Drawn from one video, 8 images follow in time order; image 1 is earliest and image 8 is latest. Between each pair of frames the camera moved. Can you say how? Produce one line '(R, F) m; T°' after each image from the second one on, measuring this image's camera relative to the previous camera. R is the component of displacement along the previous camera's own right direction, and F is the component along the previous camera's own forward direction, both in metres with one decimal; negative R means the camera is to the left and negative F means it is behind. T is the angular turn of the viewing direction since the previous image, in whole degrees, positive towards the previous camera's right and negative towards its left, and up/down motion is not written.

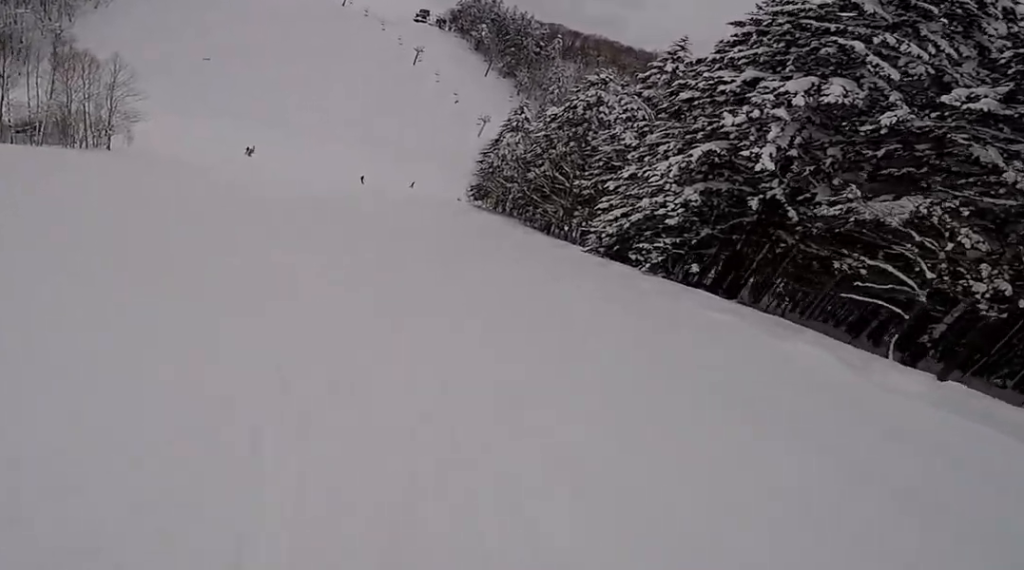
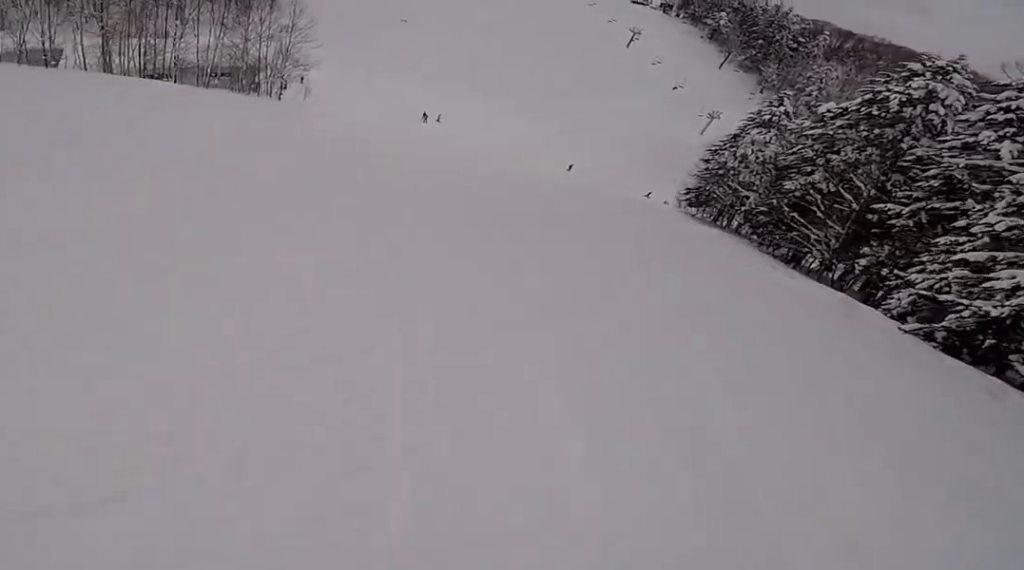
(-2.4, +11.2) m; -22°
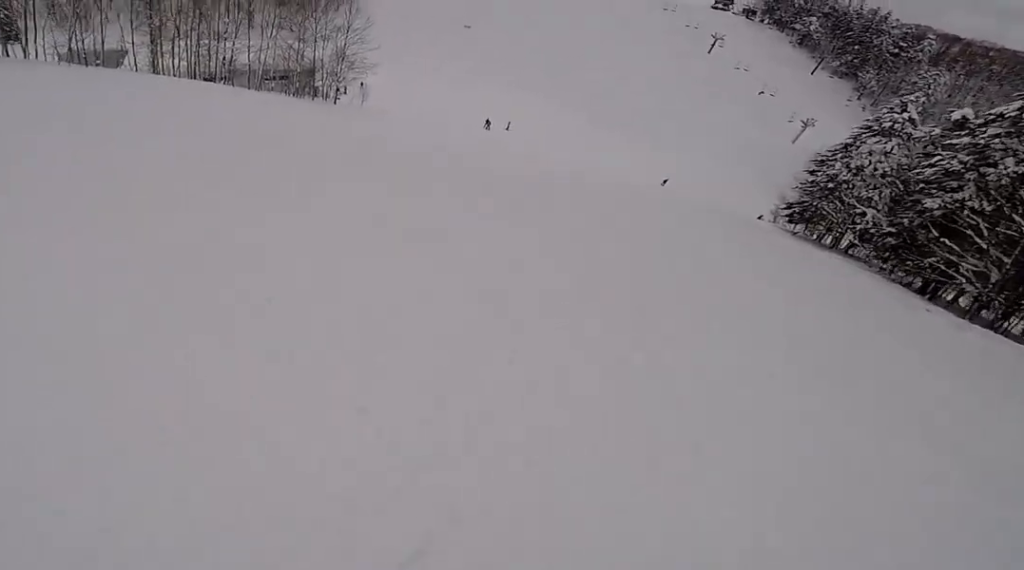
(-0.8, +5.1) m; -7°
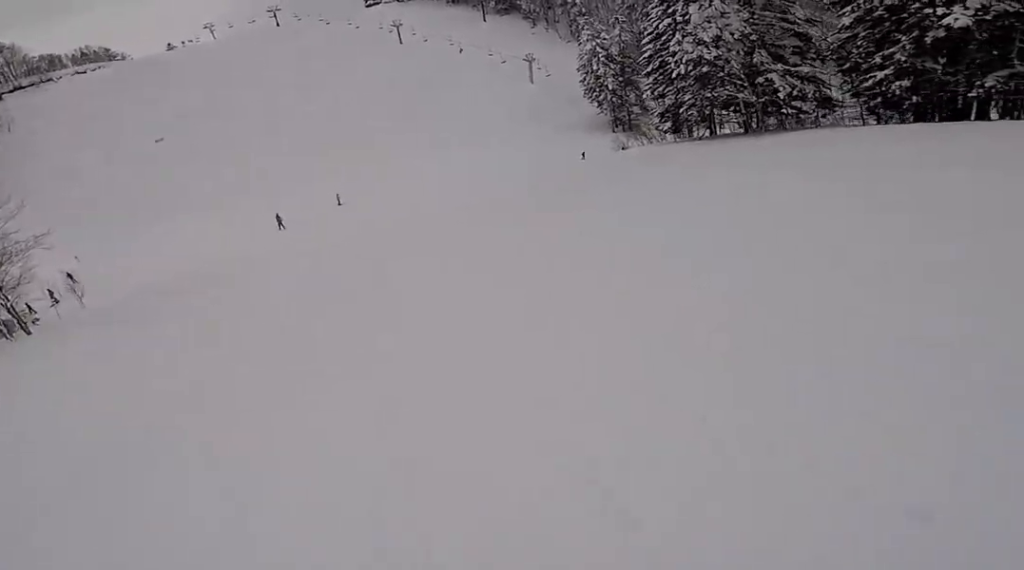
(-0.9, +22.9) m; +11°
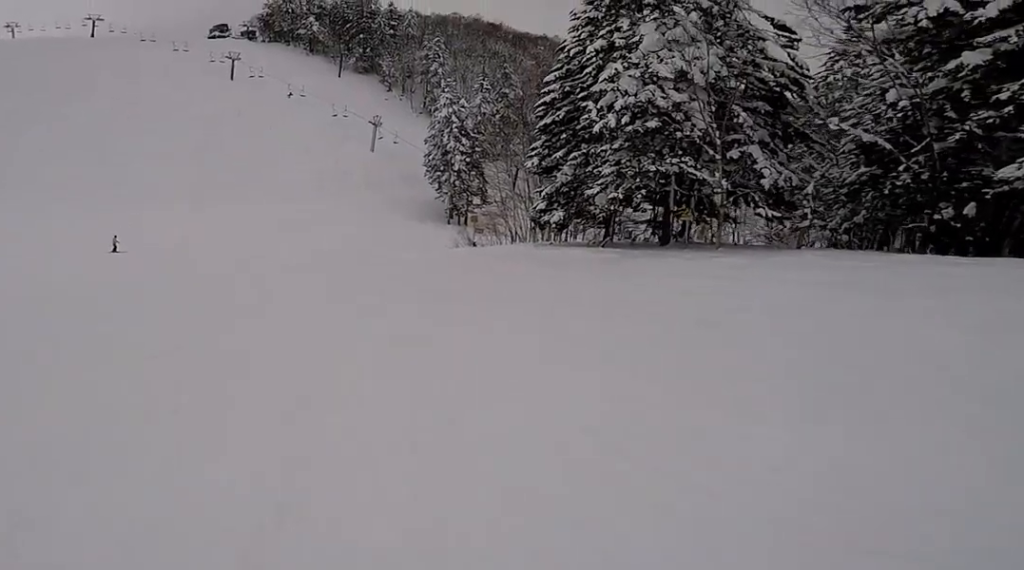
(+6.3, +20.5) m; +24°
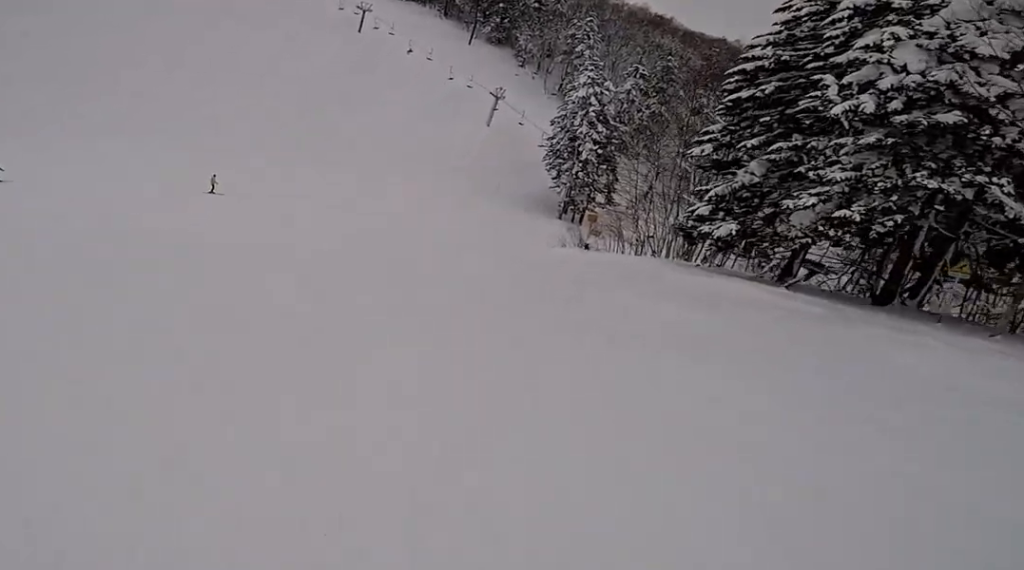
(+0.2, +7.5) m; -2°
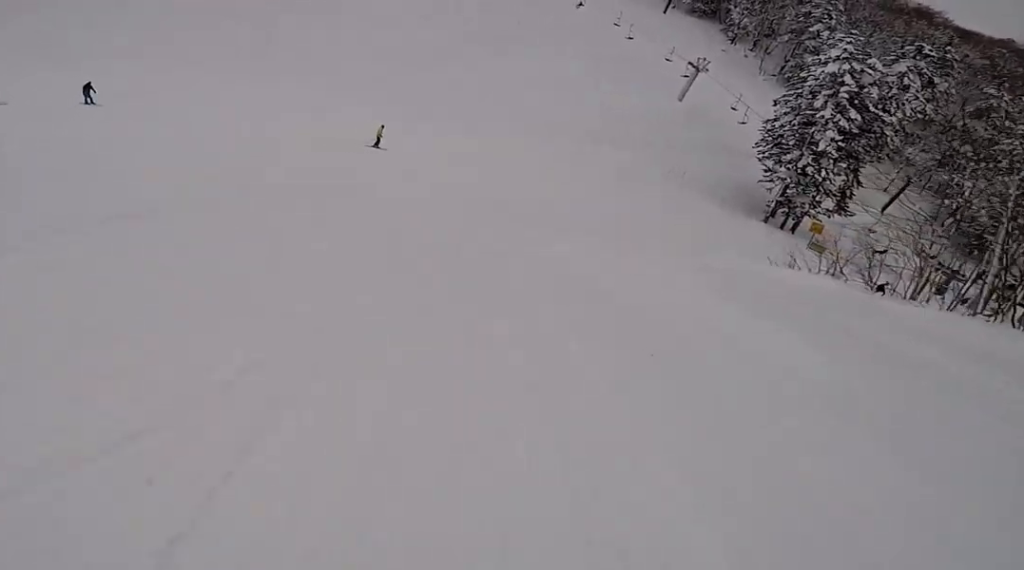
(-1.0, +11.6) m; -8°
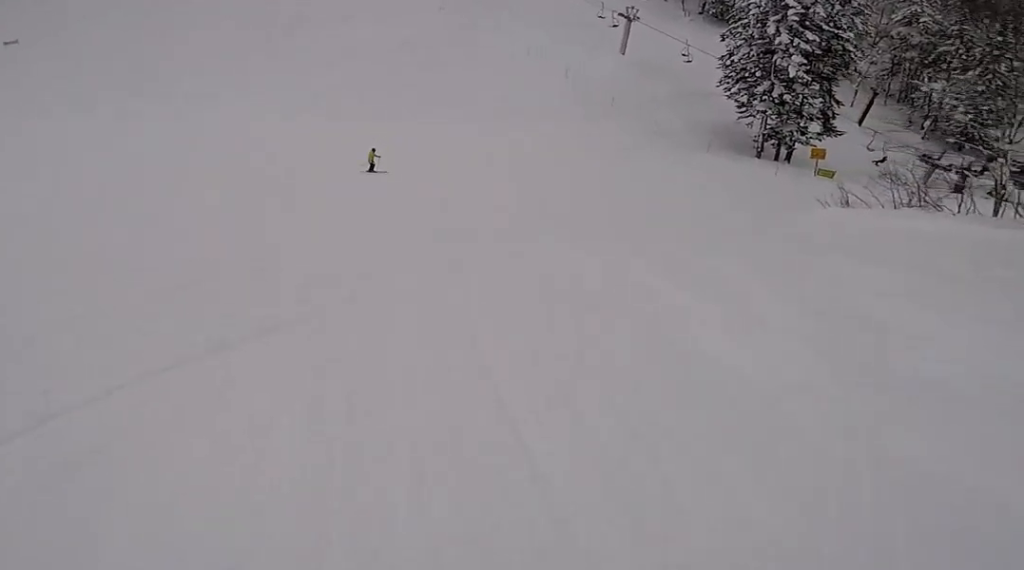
(-0.3, +6.1) m; -2°
